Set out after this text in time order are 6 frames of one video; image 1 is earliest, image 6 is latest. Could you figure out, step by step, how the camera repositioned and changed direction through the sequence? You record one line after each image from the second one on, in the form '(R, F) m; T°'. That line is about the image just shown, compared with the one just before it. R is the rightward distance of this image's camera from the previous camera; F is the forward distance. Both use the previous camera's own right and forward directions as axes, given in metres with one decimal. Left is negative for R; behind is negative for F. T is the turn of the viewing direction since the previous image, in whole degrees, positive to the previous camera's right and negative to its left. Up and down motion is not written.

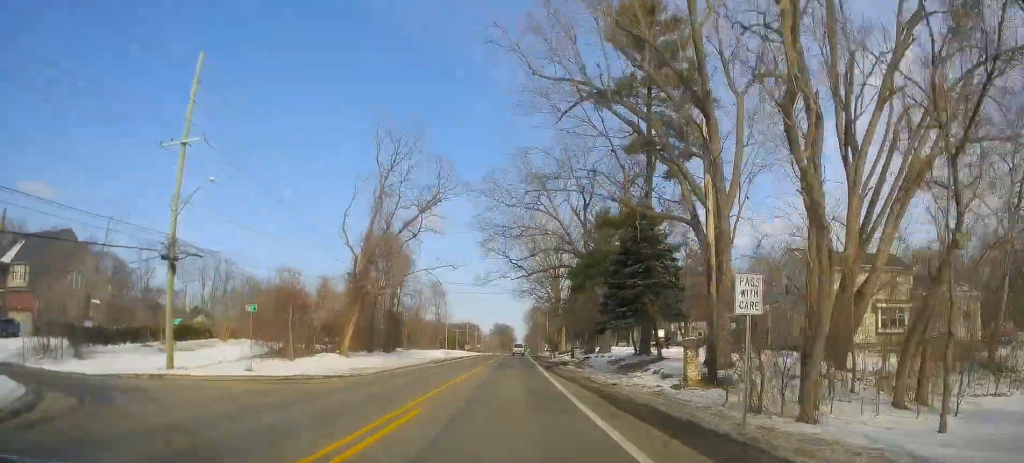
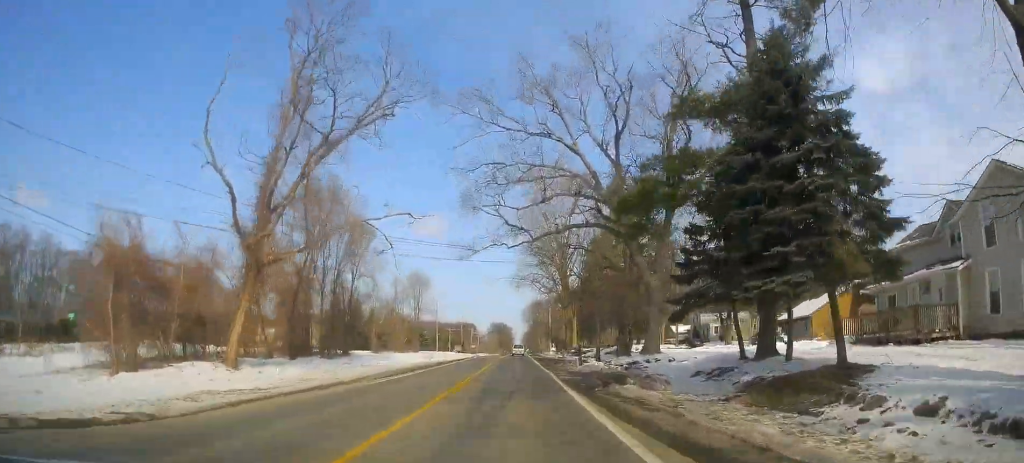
(+0.2, +18.1) m; -1°
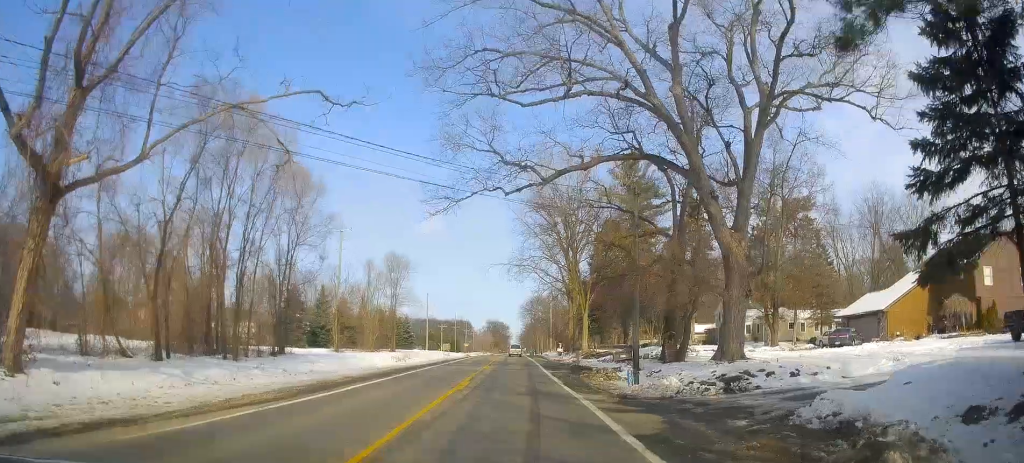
(-0.3, +13.5) m; -2°
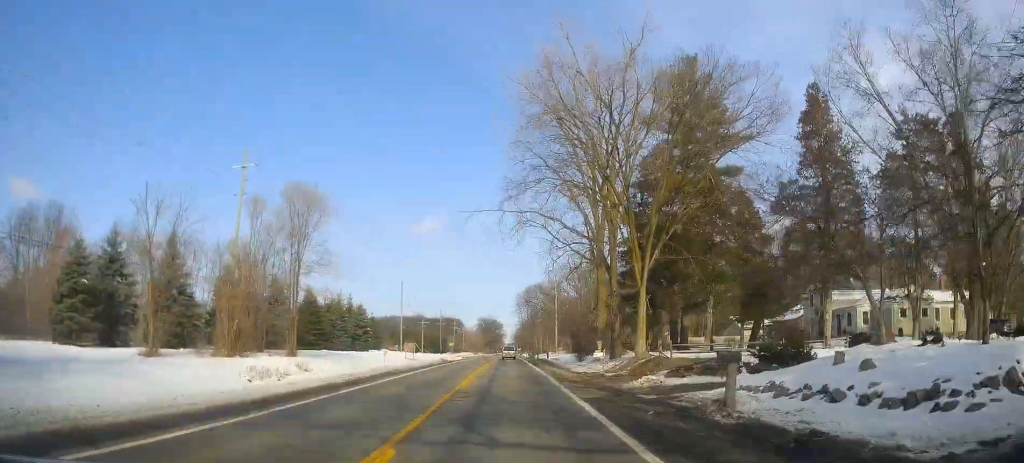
(-0.4, +28.4) m; +2°
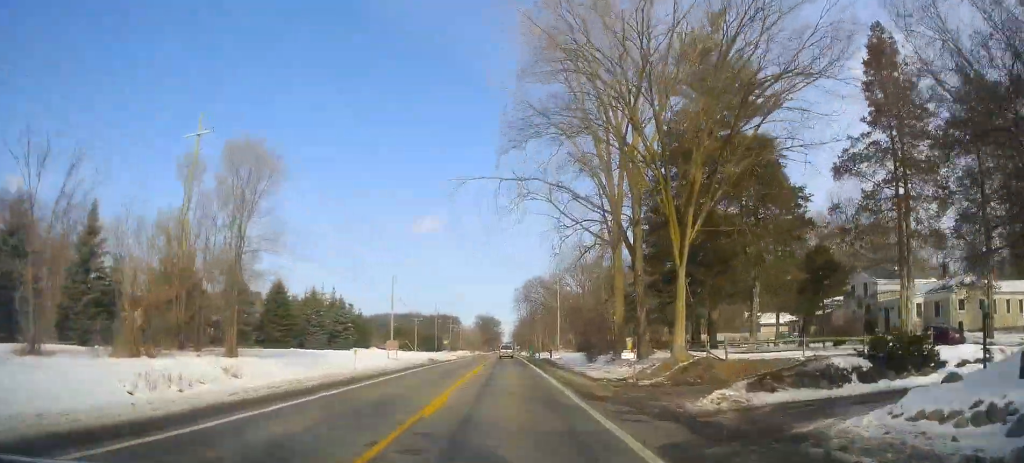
(+0.3, +8.1) m; +1°
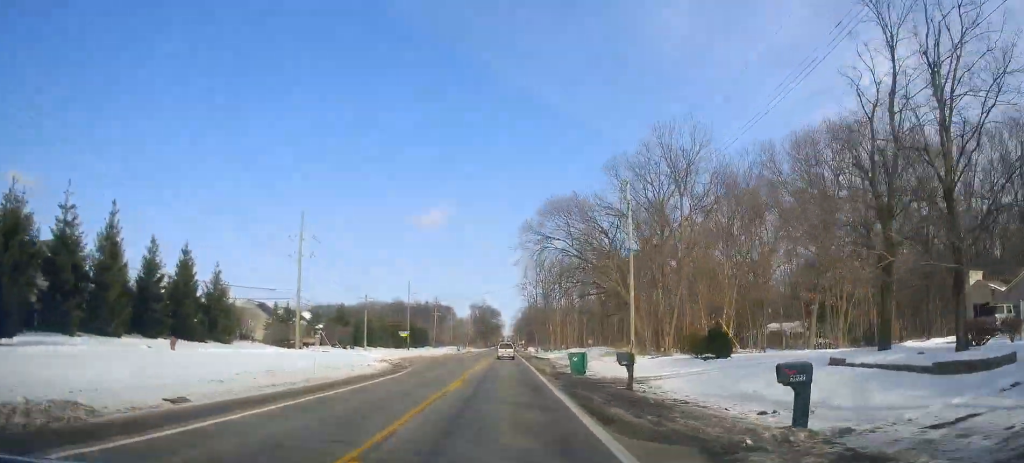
(+0.3, +54.1) m; -1°
